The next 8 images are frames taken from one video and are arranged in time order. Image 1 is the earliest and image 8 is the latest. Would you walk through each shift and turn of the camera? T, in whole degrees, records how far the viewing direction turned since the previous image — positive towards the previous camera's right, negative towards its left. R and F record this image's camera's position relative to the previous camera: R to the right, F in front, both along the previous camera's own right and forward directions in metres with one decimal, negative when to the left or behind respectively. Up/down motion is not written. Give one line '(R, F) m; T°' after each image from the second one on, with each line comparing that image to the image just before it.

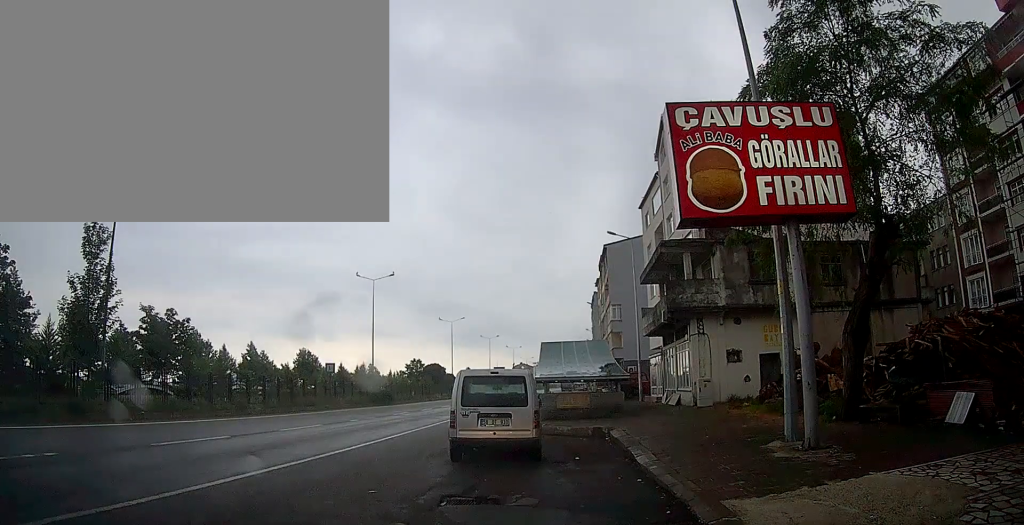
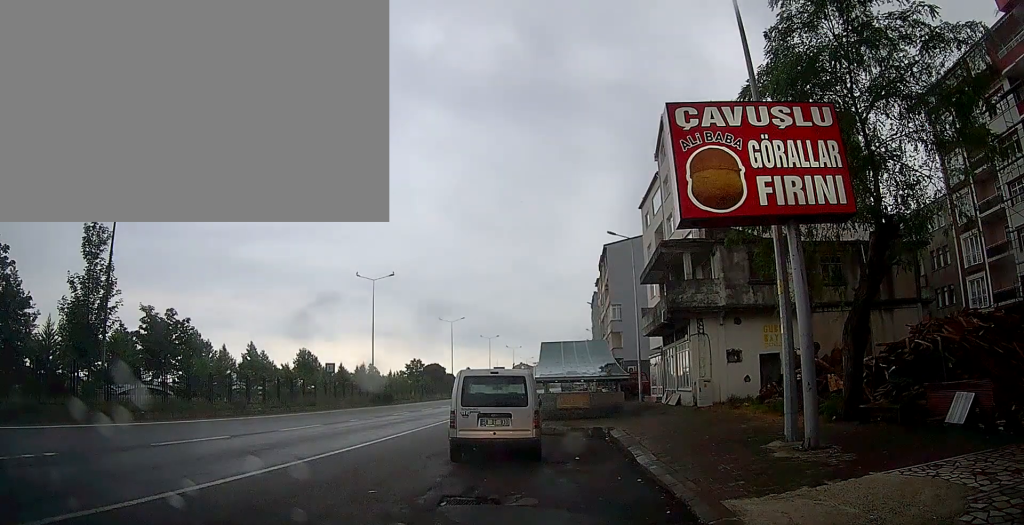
(0.0, 0.0) m; 0°
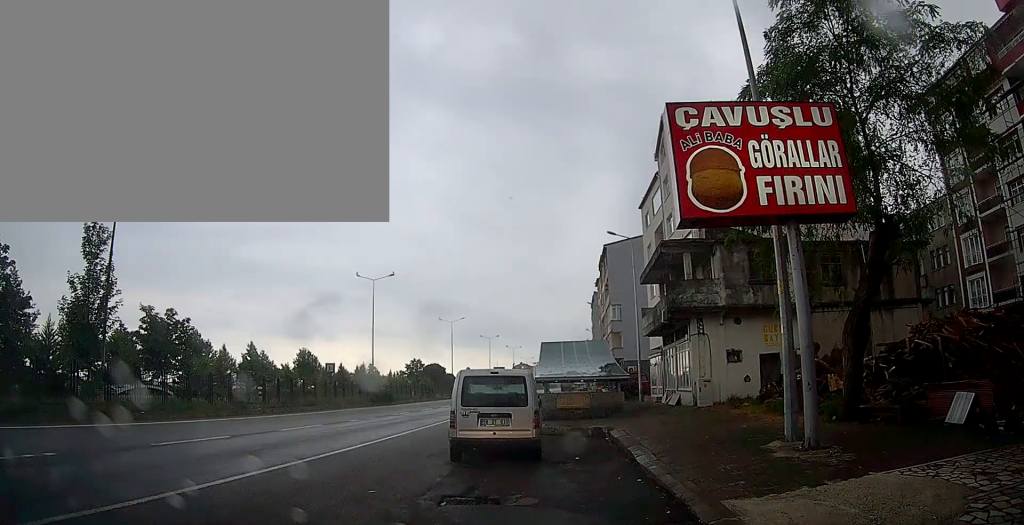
(0.0, 0.0) m; 0°
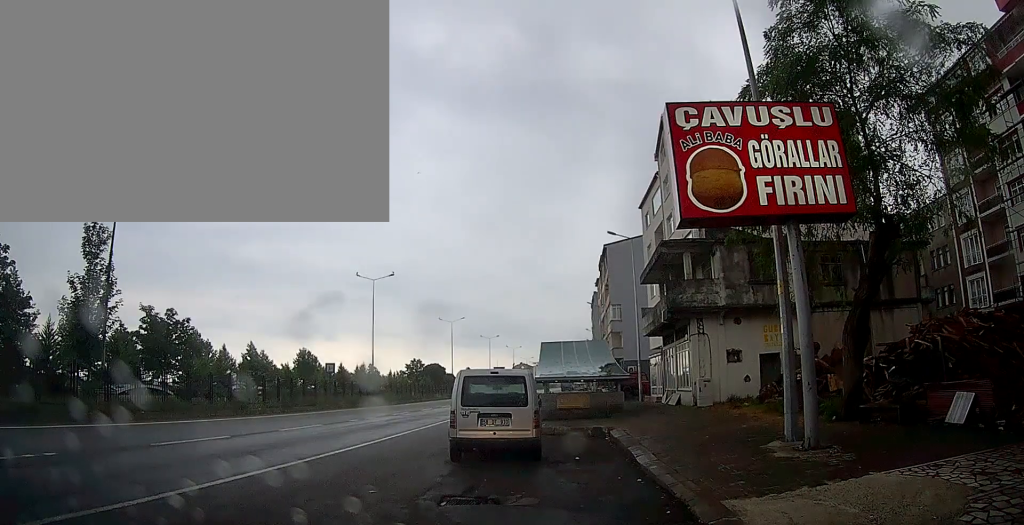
(0.0, 0.0) m; 0°
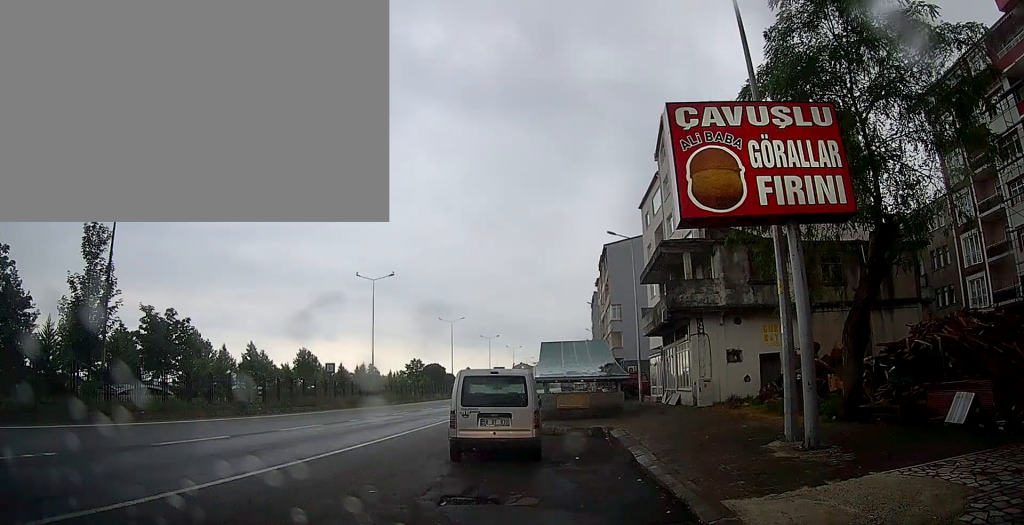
(0.0, 0.0) m; 0°
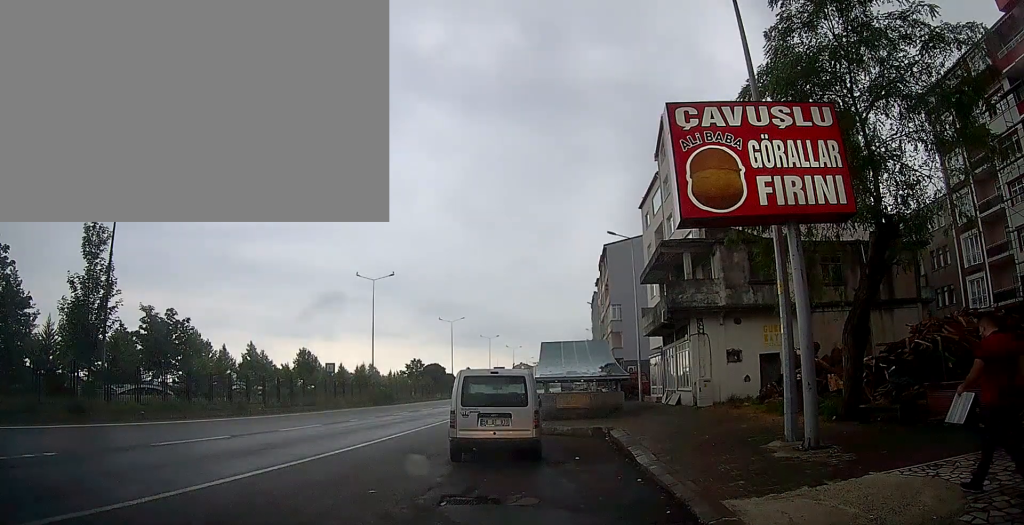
(0.0, 0.0) m; 0°
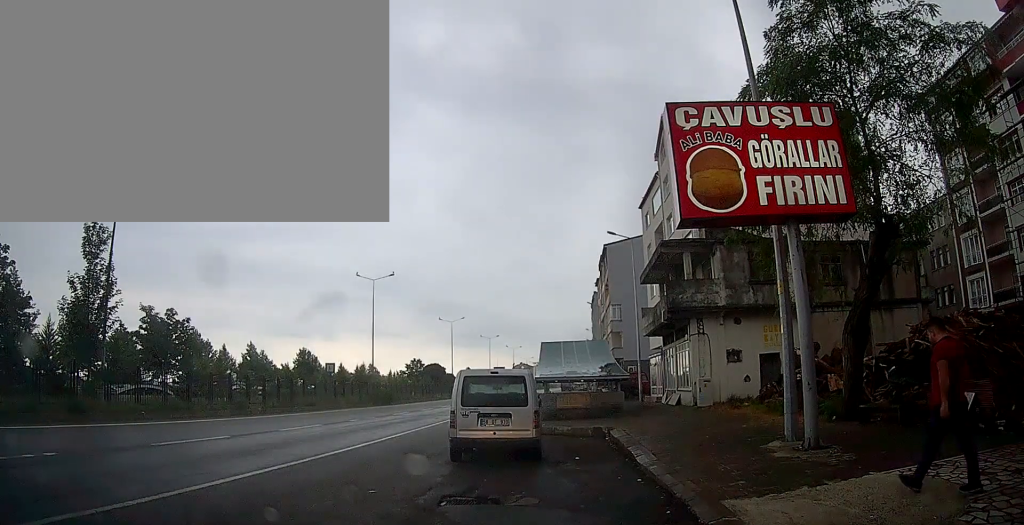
(0.0, 0.0) m; 0°
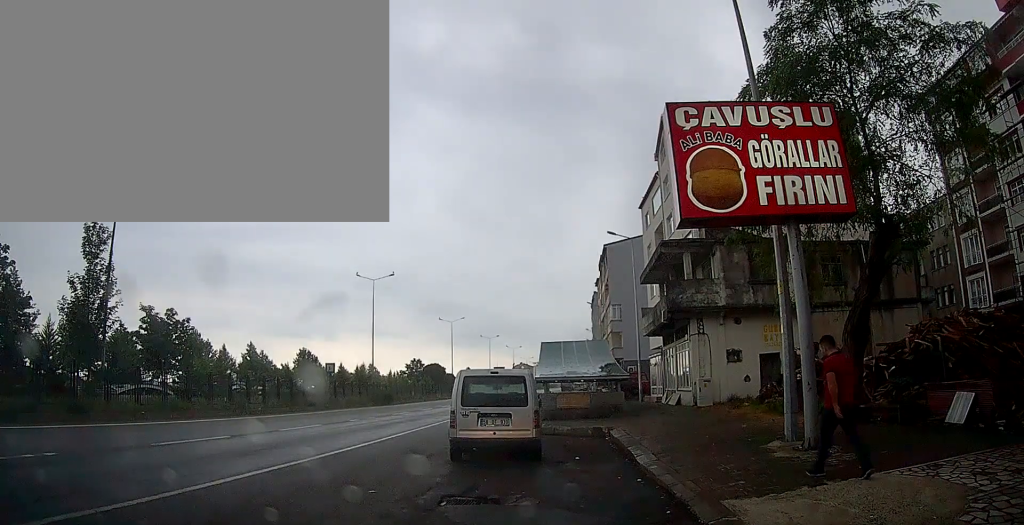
(0.0, 0.0) m; 0°
